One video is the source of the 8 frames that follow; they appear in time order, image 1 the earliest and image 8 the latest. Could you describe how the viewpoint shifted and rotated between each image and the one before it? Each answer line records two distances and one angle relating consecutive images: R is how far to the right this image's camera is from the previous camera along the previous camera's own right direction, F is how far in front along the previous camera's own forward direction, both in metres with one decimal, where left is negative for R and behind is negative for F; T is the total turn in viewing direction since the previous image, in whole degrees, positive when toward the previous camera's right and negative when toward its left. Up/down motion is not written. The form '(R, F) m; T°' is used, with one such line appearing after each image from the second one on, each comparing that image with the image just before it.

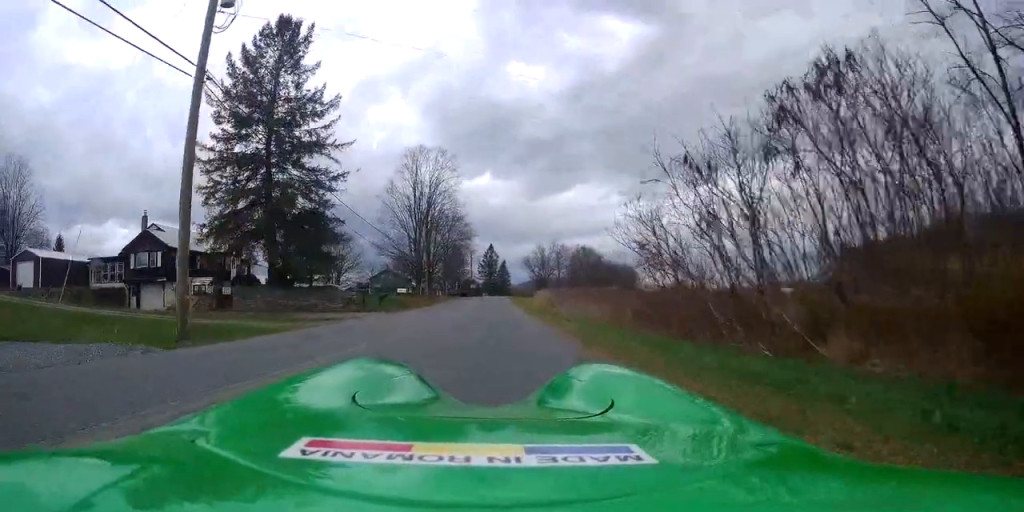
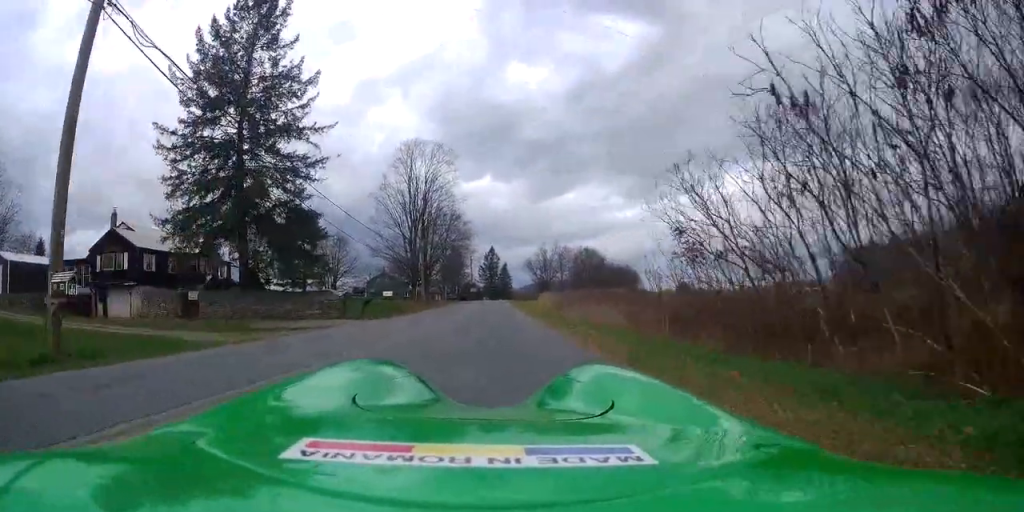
(-0.5, +5.0) m; -2°
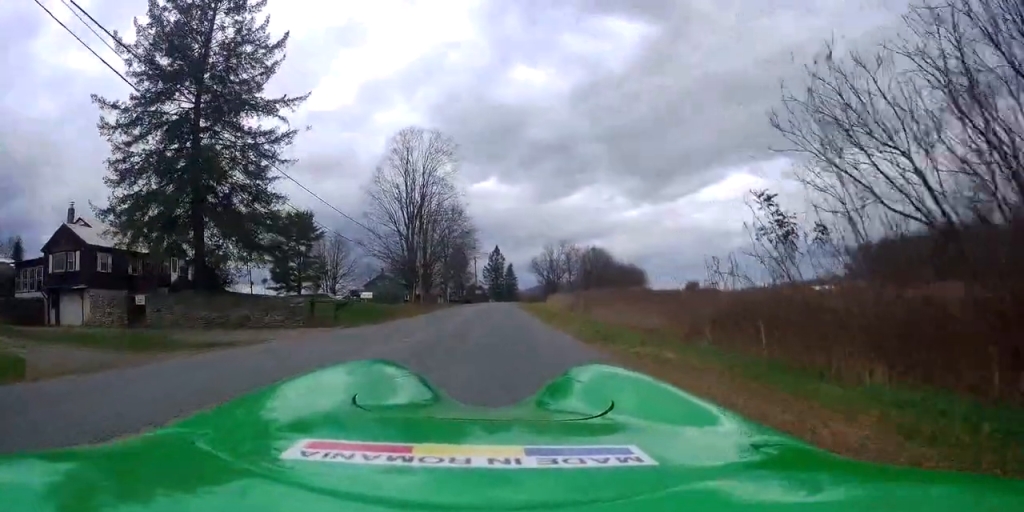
(+0.4, +6.2) m; +2°
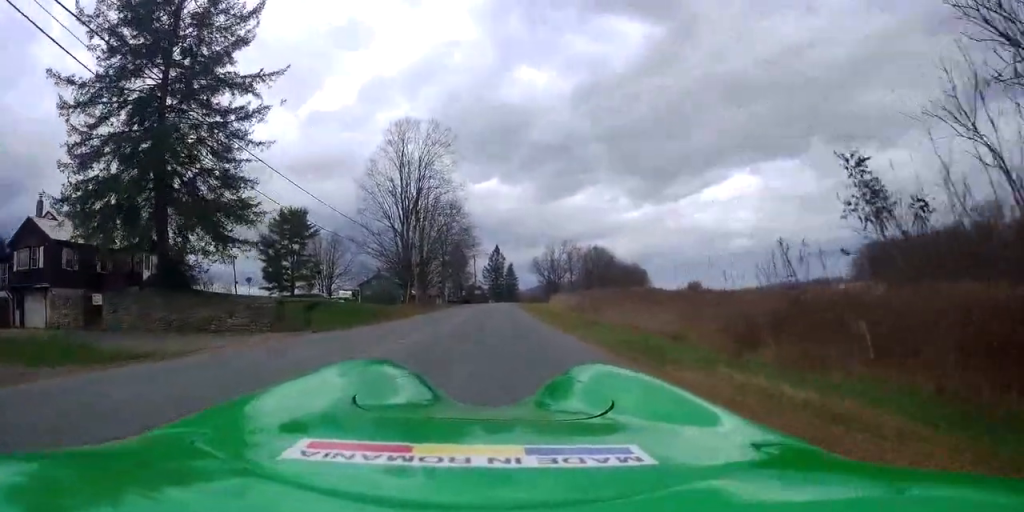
(0.0, +3.7) m; 0°
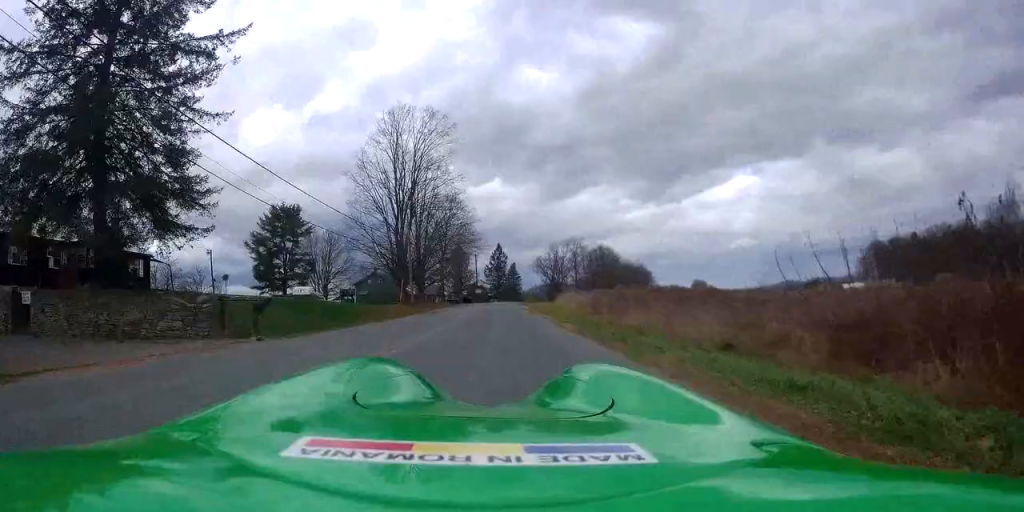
(-0.1, +5.1) m; 0°
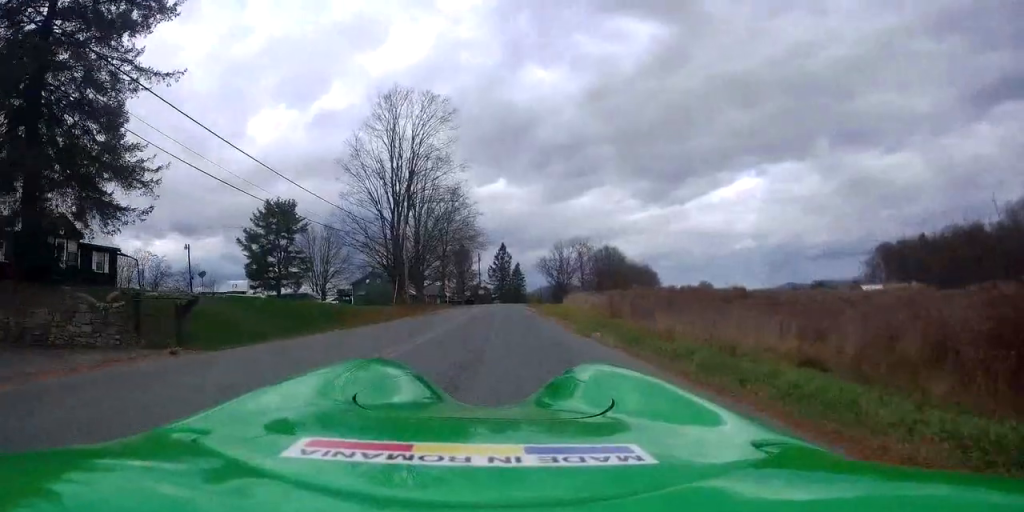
(+0.1, +4.5) m; +1°
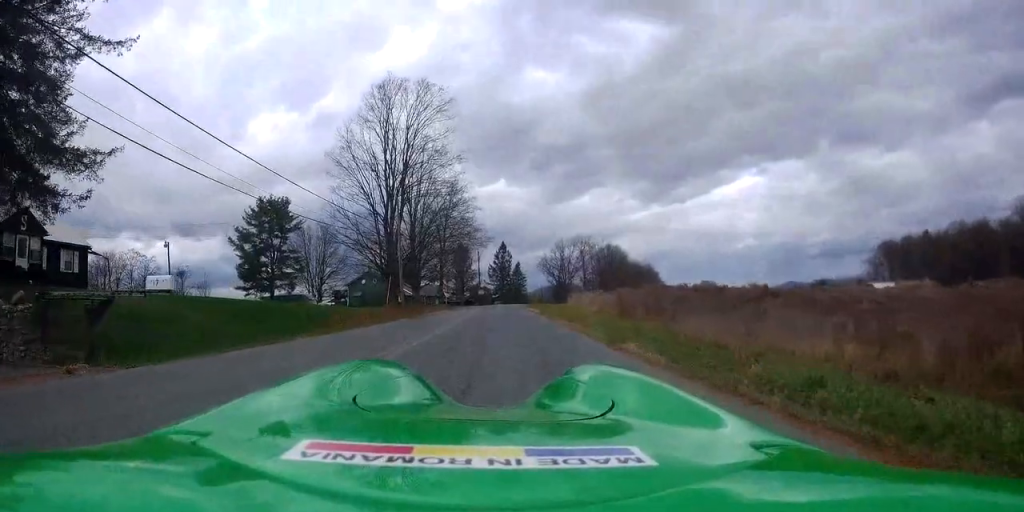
(0.0, +3.1) m; 0°
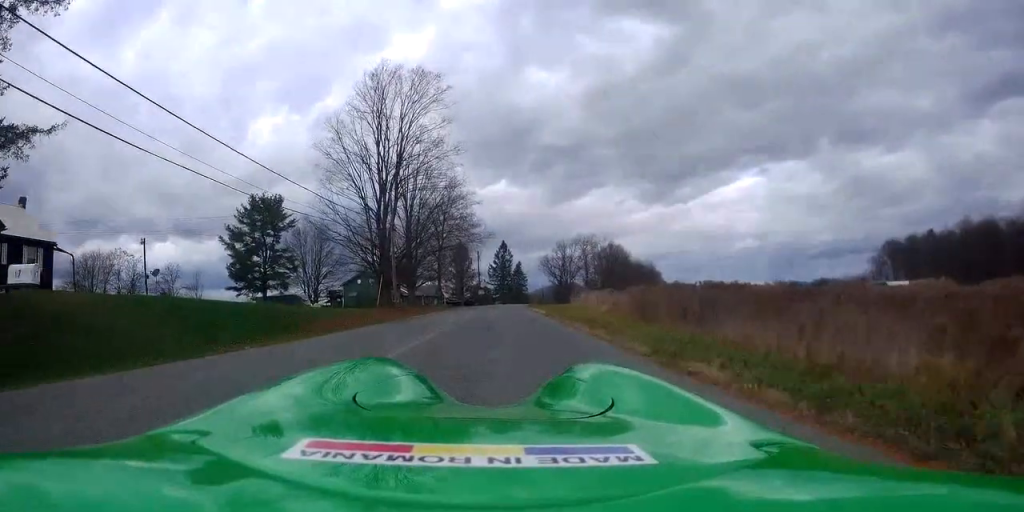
(0.0, +3.4) m; 0°
